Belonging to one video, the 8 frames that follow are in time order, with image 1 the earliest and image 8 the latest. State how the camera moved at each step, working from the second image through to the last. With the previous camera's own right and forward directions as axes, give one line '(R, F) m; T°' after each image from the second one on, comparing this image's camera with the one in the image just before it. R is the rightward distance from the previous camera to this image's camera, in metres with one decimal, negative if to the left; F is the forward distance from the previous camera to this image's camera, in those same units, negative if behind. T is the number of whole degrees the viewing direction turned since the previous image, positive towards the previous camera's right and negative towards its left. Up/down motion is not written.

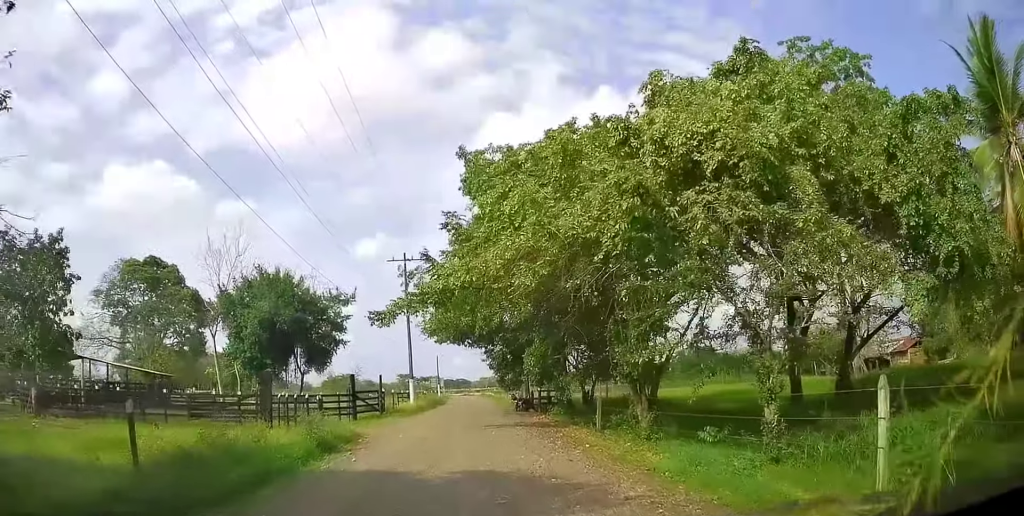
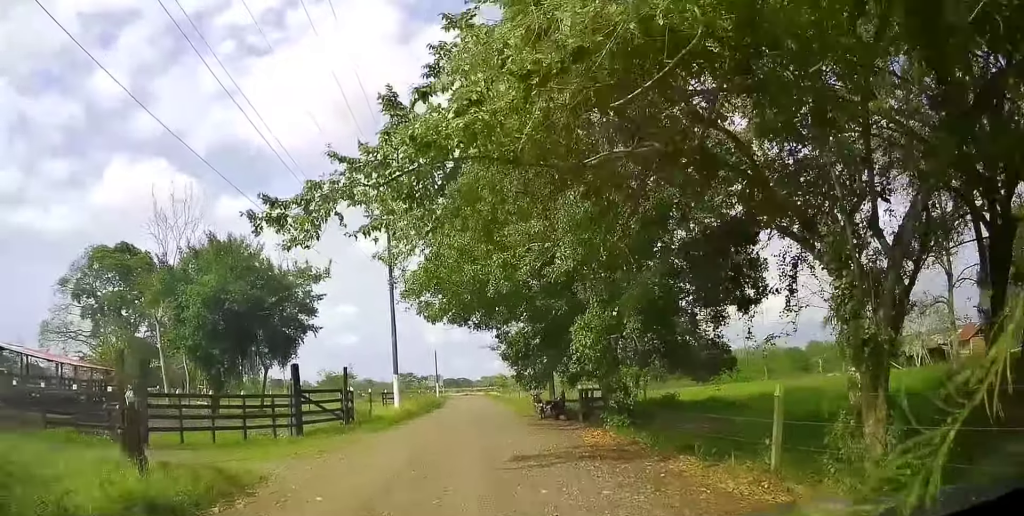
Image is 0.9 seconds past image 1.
(+0.4, +10.1) m; -2°
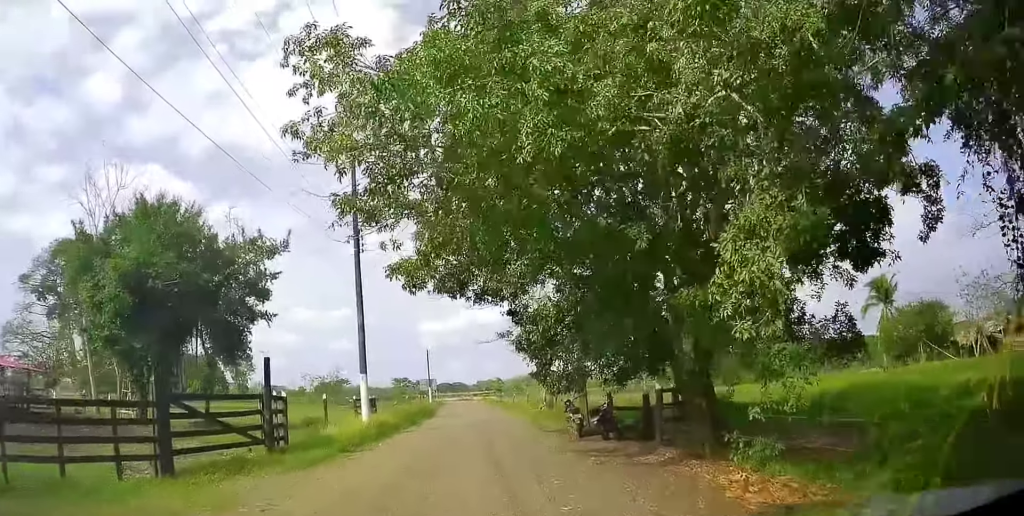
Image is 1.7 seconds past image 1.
(-0.6, +8.6) m; 0°
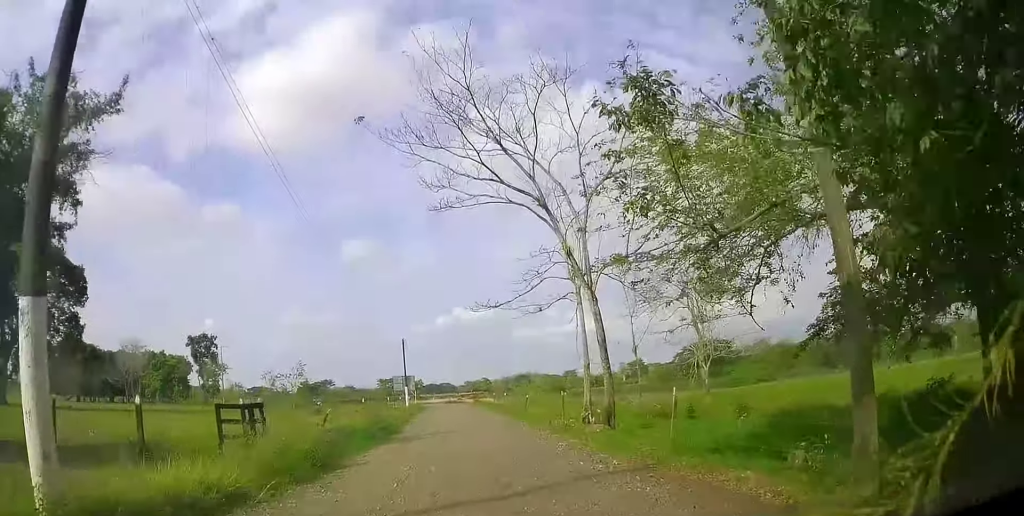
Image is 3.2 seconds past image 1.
(+0.6, +16.3) m; +2°
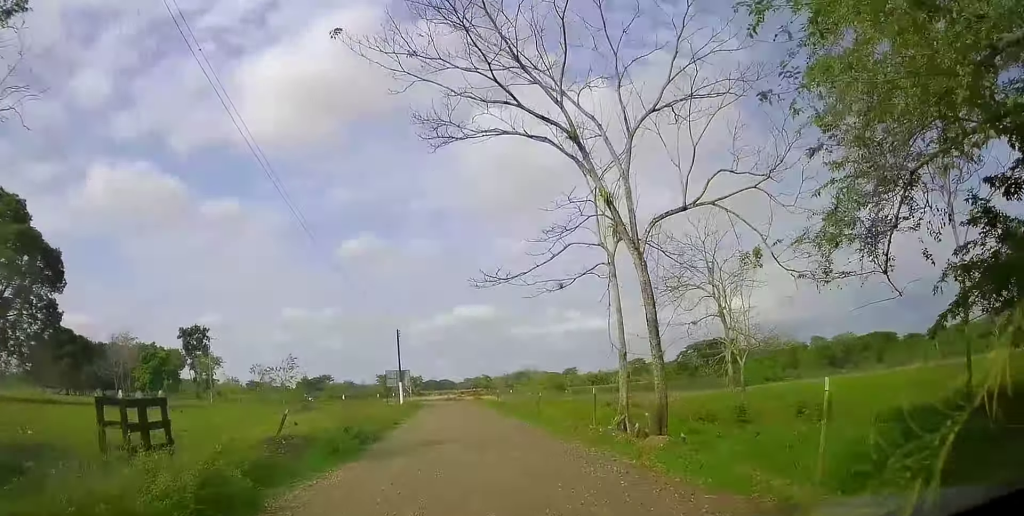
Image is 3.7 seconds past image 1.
(-0.2, +5.0) m; 0°
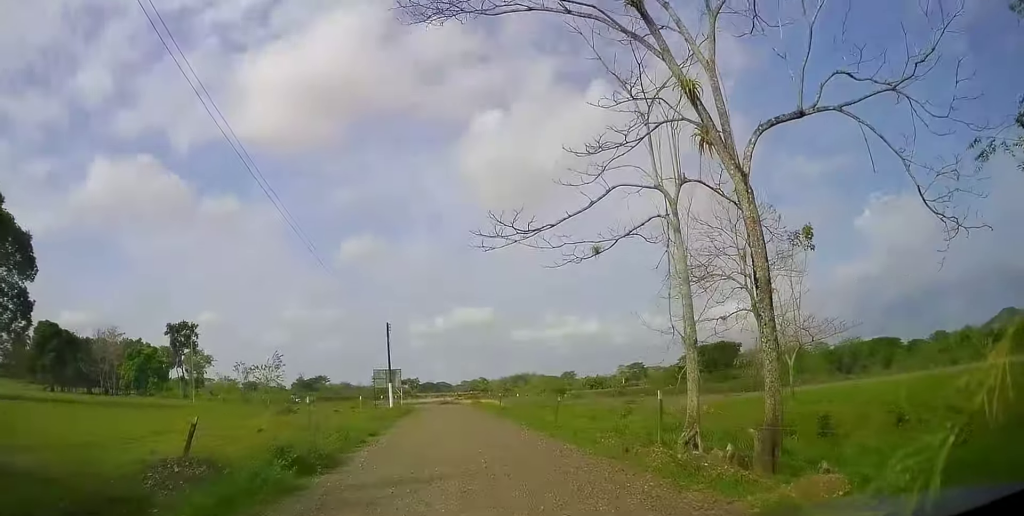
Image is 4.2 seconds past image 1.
(0.0, +5.6) m; 0°
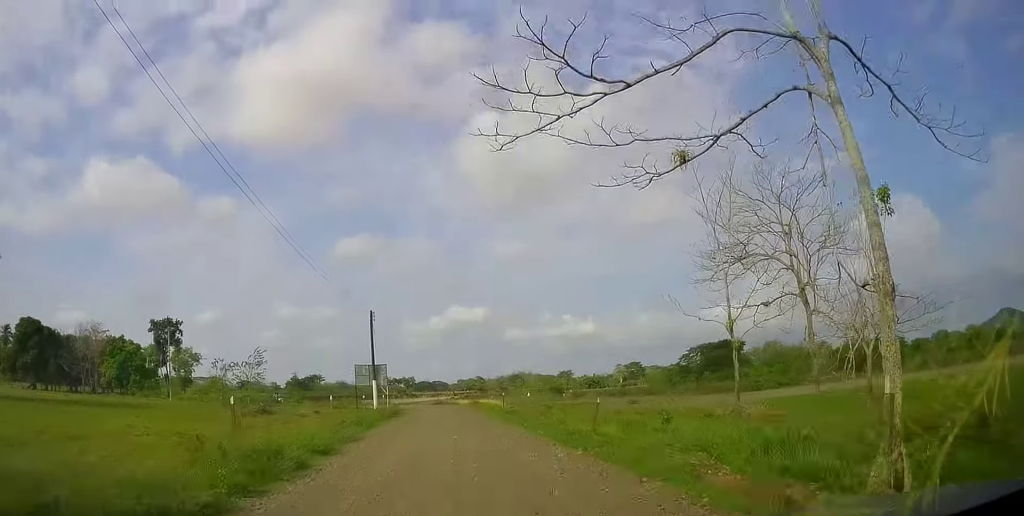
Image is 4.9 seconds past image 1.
(+0.3, +6.7) m; 0°
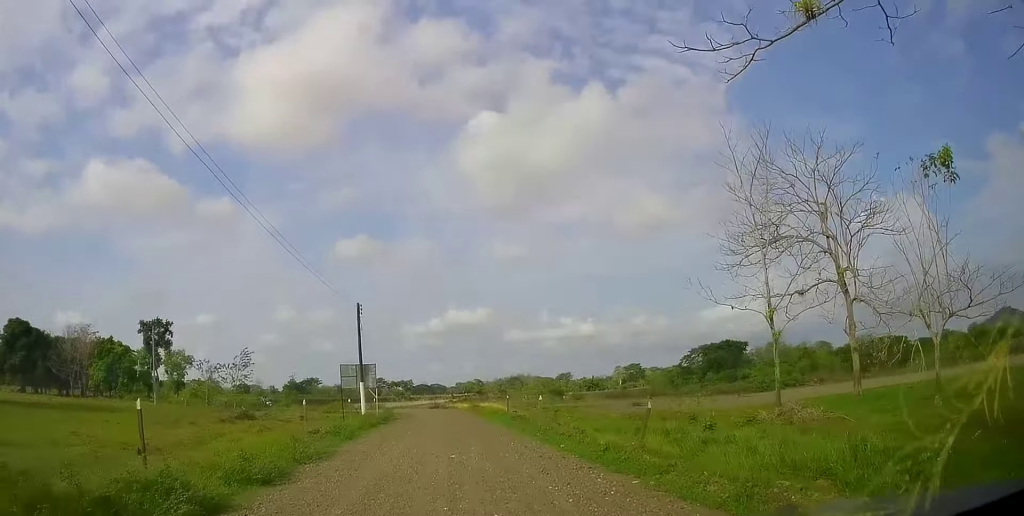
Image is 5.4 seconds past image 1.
(-0.1, +4.2) m; -1°
